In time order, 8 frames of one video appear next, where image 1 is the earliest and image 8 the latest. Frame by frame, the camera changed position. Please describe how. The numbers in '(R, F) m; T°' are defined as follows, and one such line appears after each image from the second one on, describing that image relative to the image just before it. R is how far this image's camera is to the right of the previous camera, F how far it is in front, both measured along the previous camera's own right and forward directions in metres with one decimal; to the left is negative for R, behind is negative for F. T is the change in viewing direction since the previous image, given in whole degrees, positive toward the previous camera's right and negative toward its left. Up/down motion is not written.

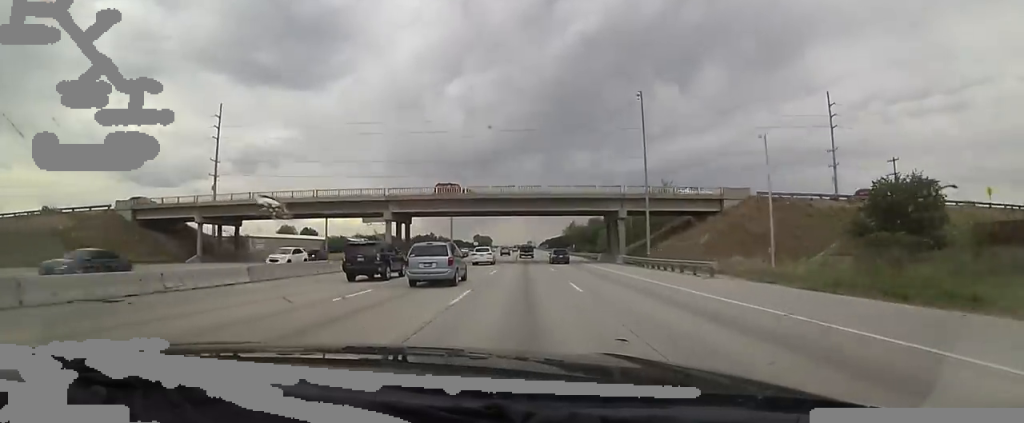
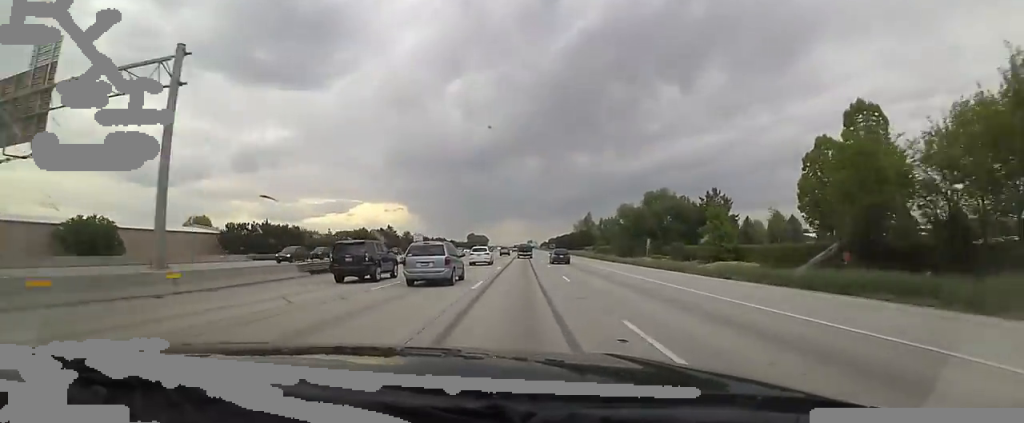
(0.0, +71.7) m; 0°
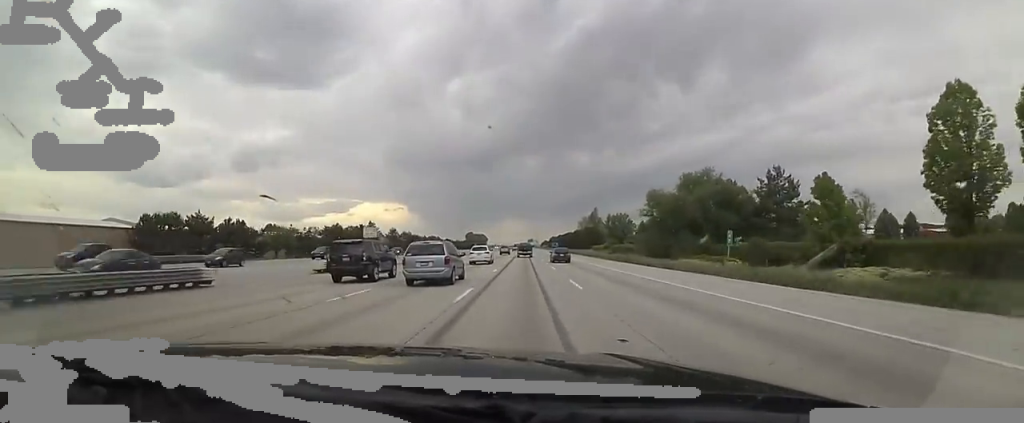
(0.0, +19.4) m; 0°
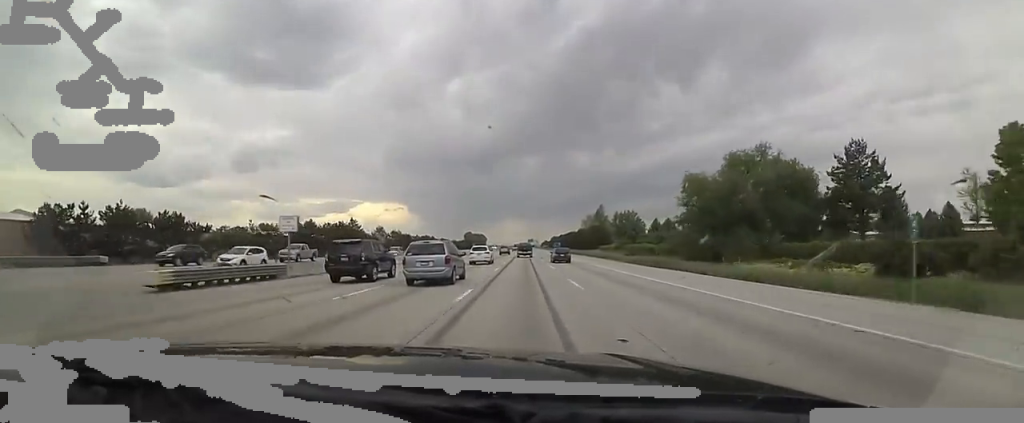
(0.0, +15.1) m; 0°
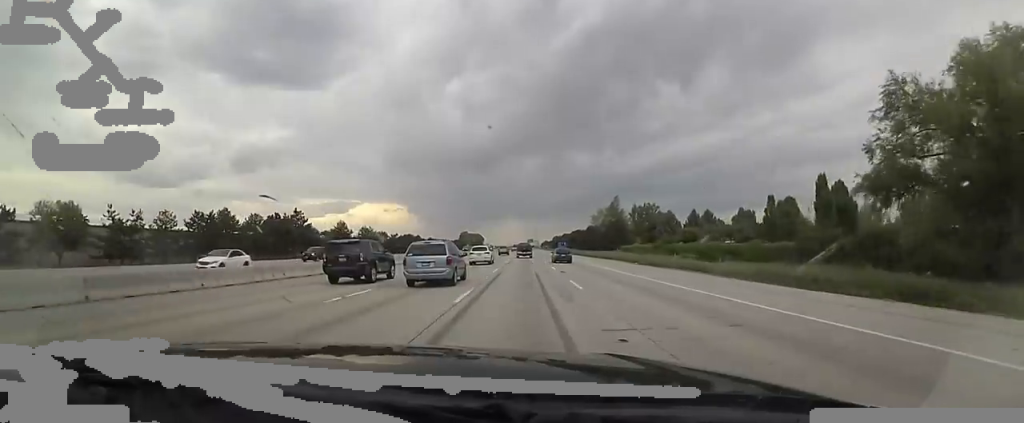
(0.0, +31.4) m; 0°
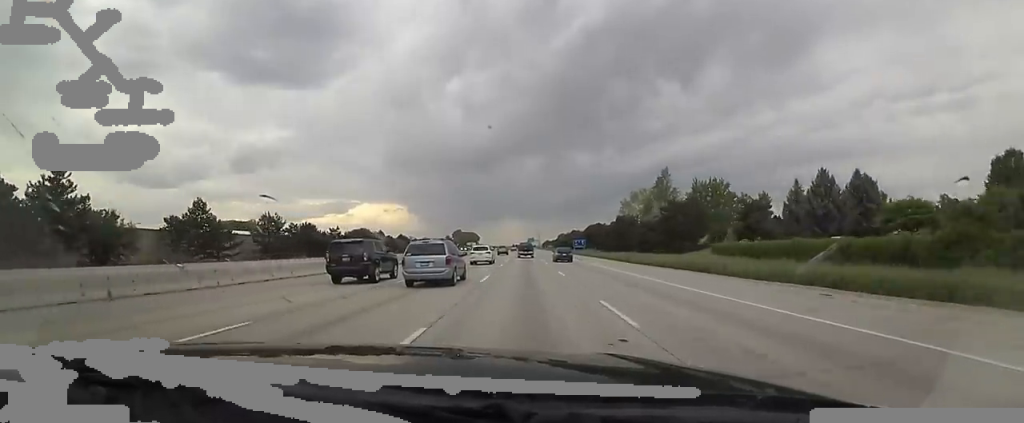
(0.0, +55.3) m; 0°
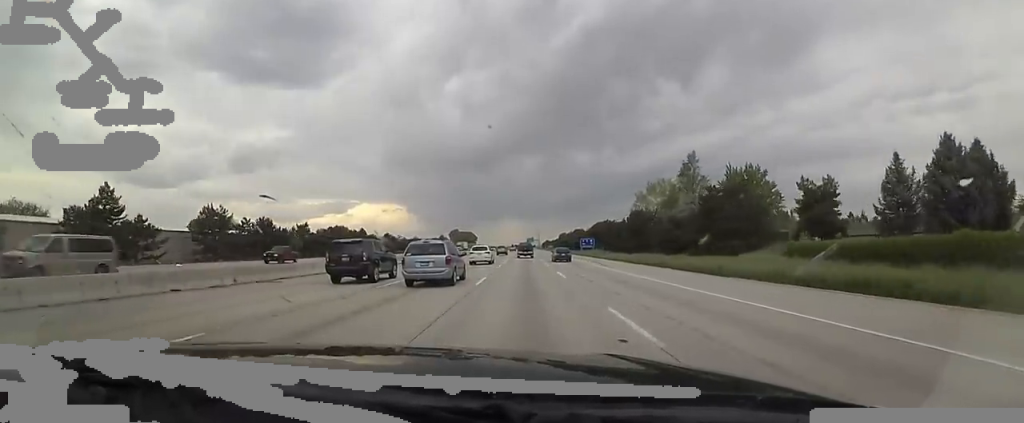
(0.0, +17.0) m; 0°
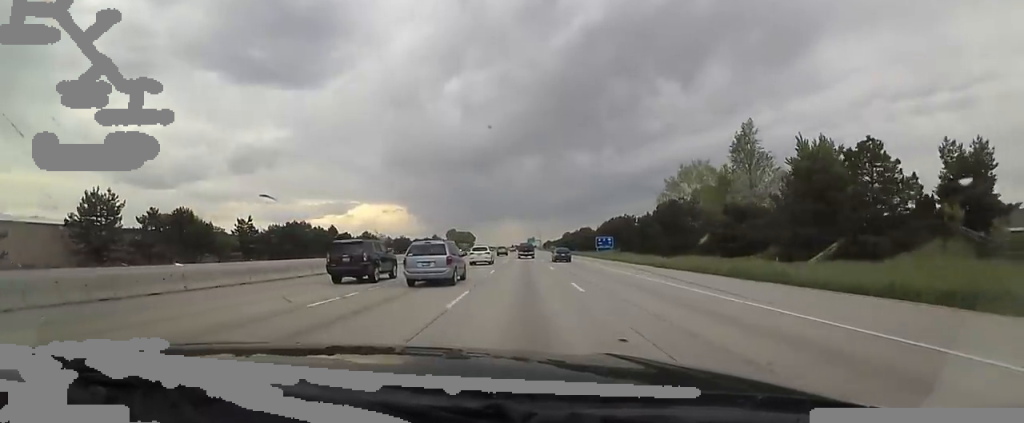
(0.0, +22.0) m; 0°
